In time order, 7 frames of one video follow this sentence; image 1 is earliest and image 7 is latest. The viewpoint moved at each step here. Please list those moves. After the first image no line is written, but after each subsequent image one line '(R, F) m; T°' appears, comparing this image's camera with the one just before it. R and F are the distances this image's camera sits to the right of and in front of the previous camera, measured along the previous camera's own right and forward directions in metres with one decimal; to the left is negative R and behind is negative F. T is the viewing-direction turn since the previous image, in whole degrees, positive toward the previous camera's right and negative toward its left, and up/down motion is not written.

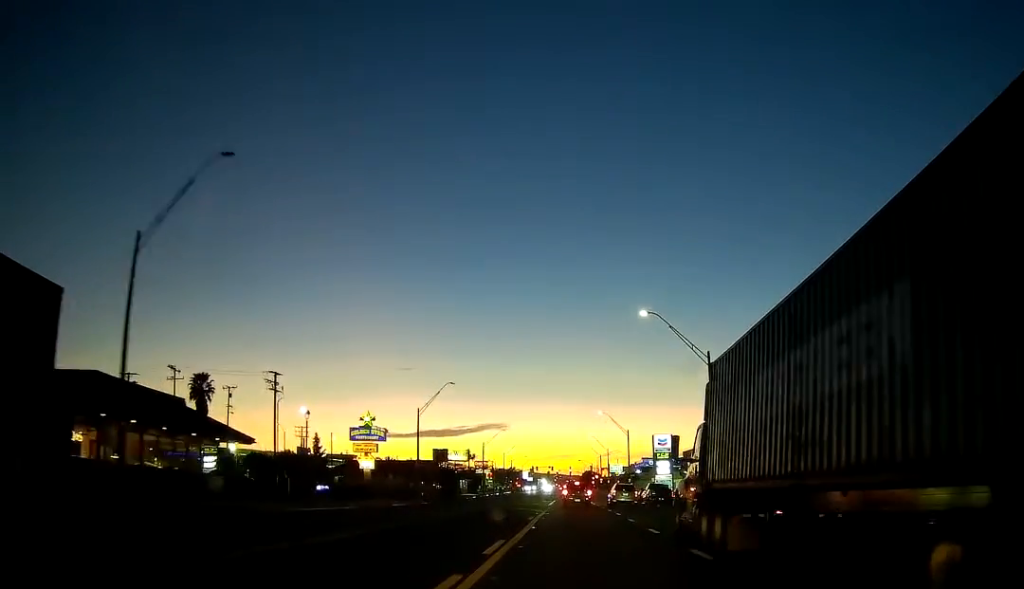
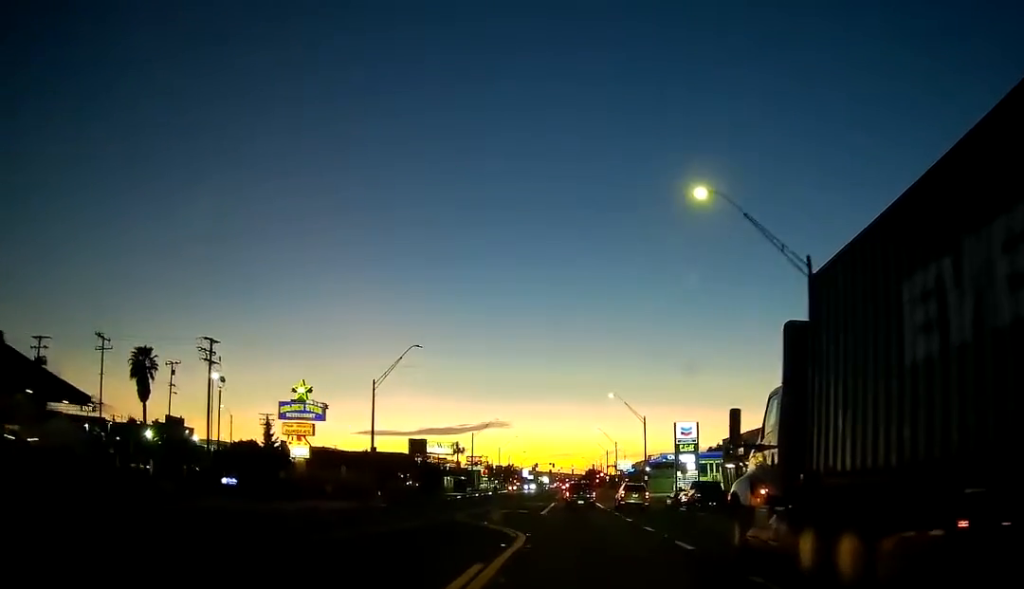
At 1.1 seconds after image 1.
(-0.1, +19.9) m; -1°
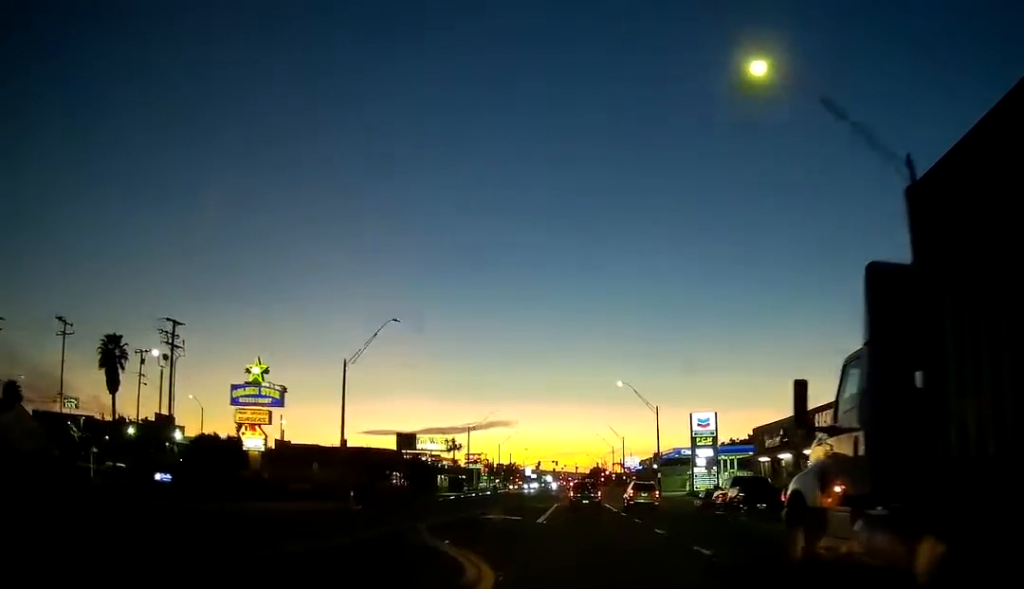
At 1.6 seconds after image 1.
(0.0, +8.8) m; 0°
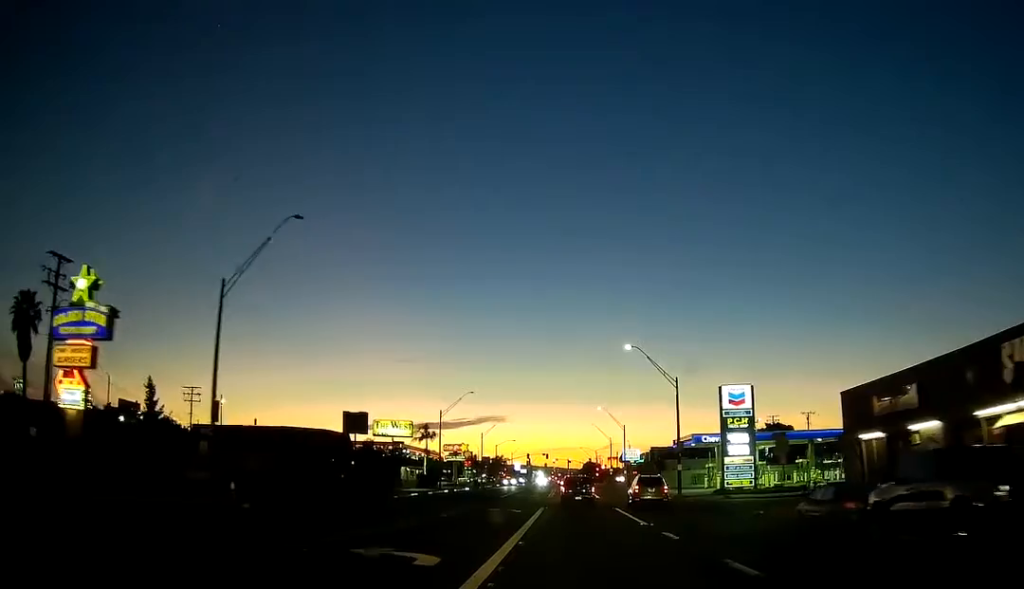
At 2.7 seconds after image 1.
(0.0, +18.9) m; +1°
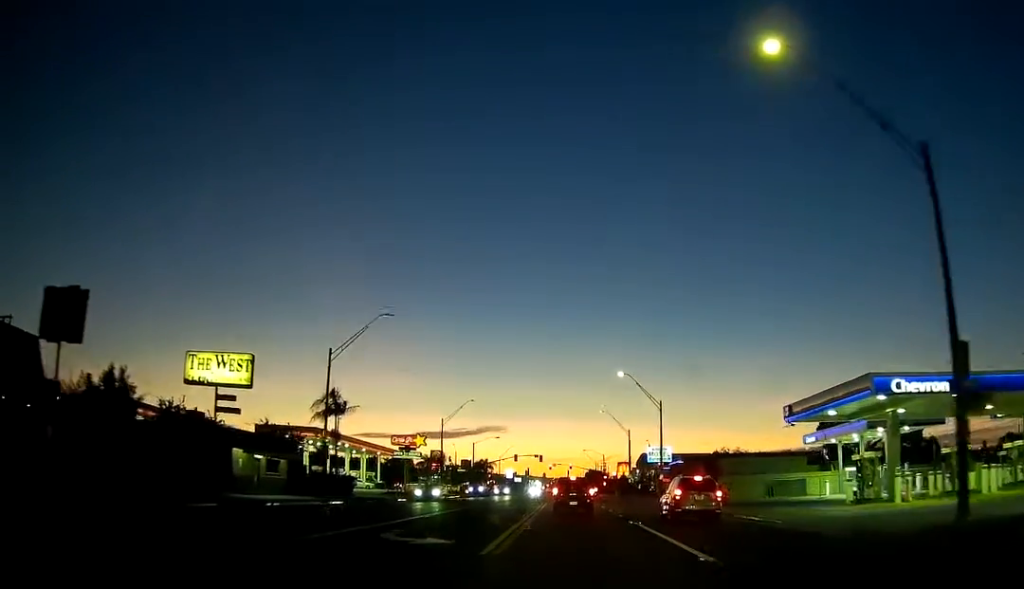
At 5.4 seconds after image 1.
(+0.3, +44.7) m; +2°
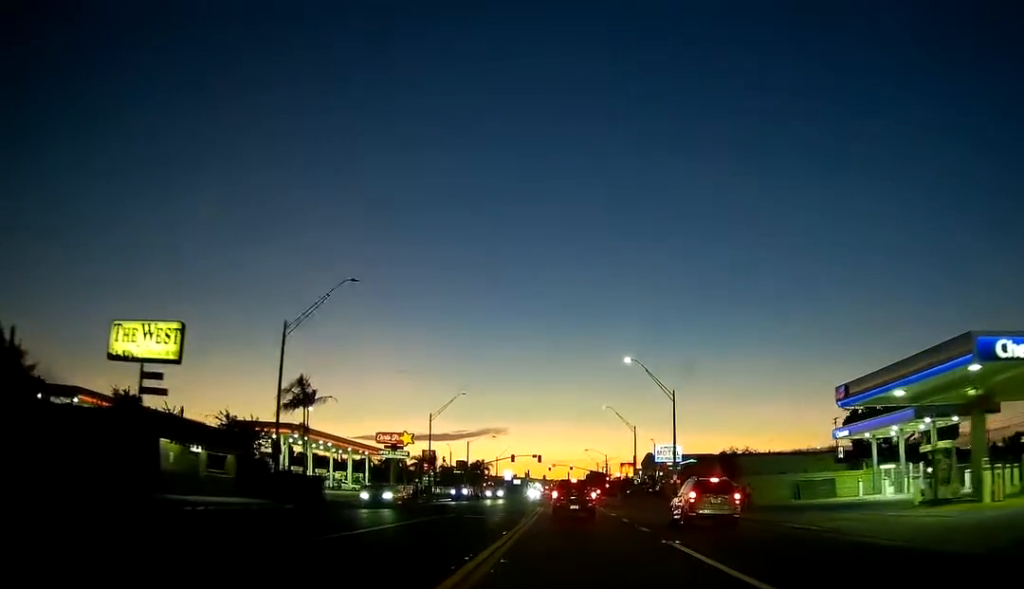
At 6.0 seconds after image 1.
(+0.1, +8.1) m; 0°
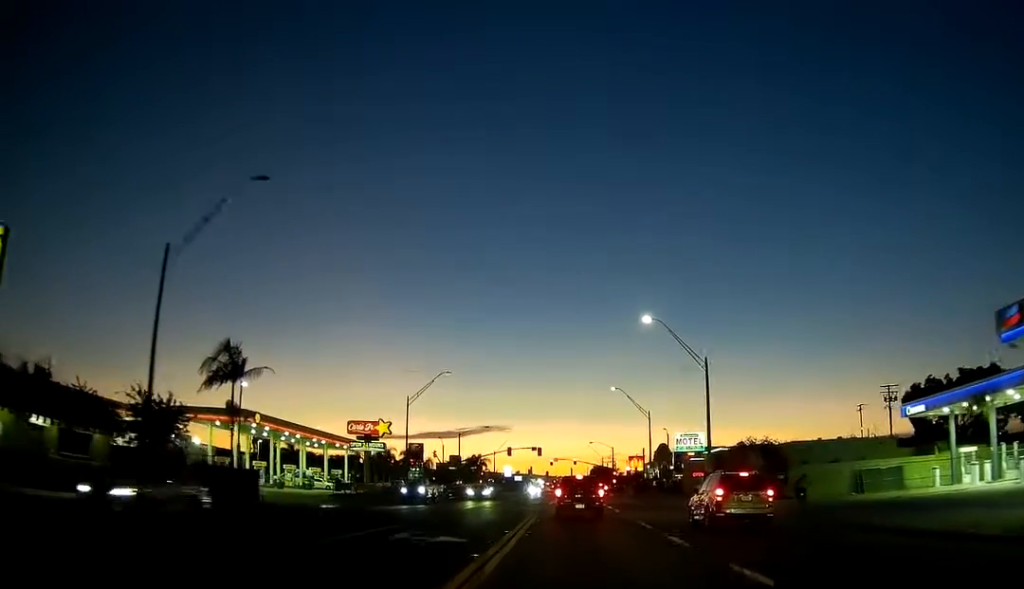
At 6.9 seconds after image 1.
(0.0, +14.1) m; -1°
